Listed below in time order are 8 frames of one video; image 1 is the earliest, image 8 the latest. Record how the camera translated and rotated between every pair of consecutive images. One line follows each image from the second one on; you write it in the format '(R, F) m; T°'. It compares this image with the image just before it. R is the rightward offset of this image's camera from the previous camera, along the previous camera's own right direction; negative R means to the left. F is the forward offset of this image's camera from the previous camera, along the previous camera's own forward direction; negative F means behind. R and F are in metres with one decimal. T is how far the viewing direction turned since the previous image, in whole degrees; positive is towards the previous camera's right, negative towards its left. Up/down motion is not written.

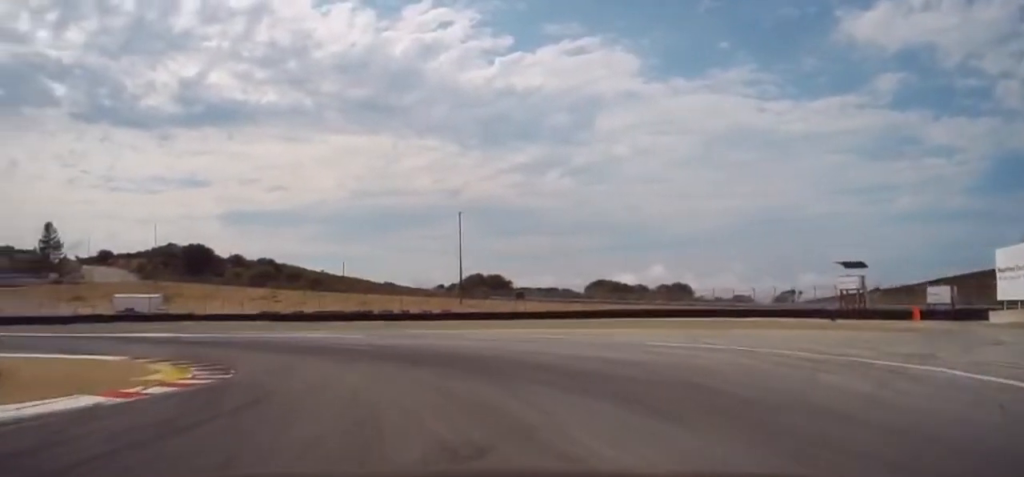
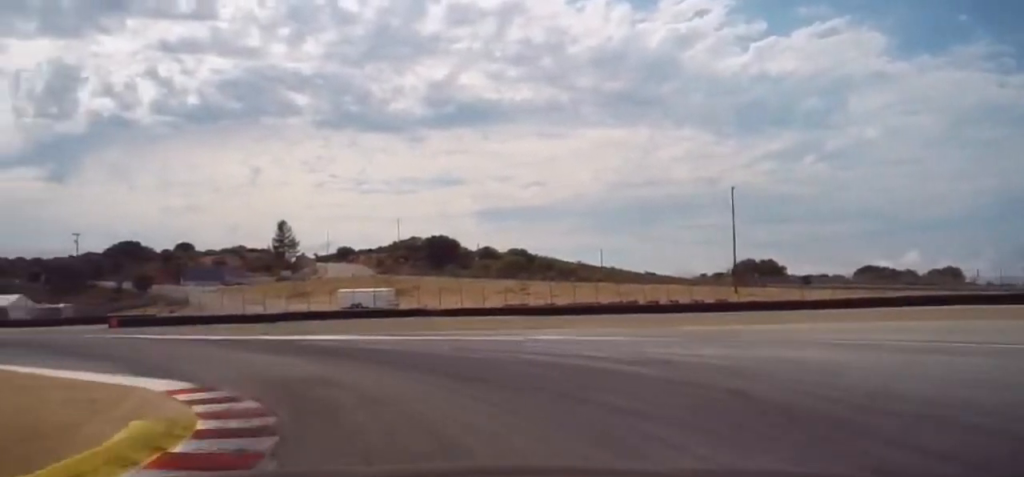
(-1.8, +11.4) m; -21°
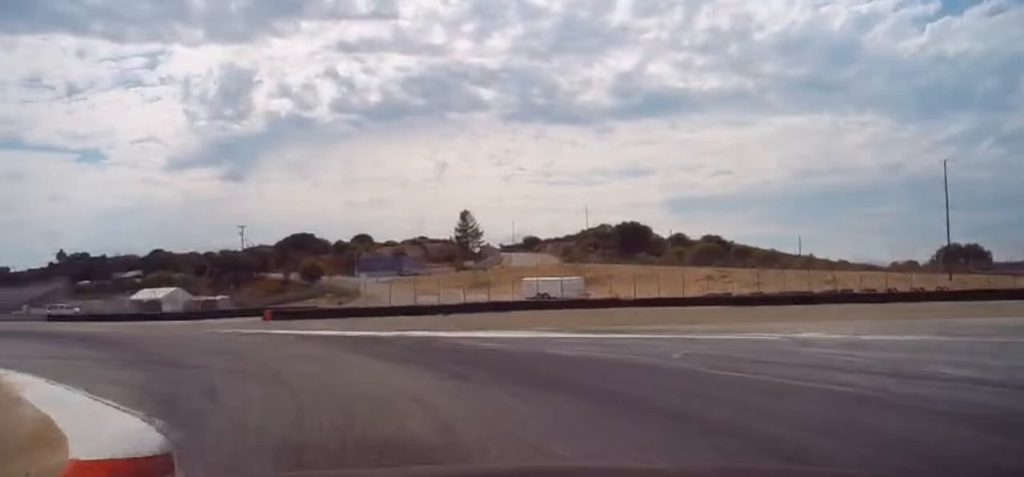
(-1.0, +7.3) m; -16°
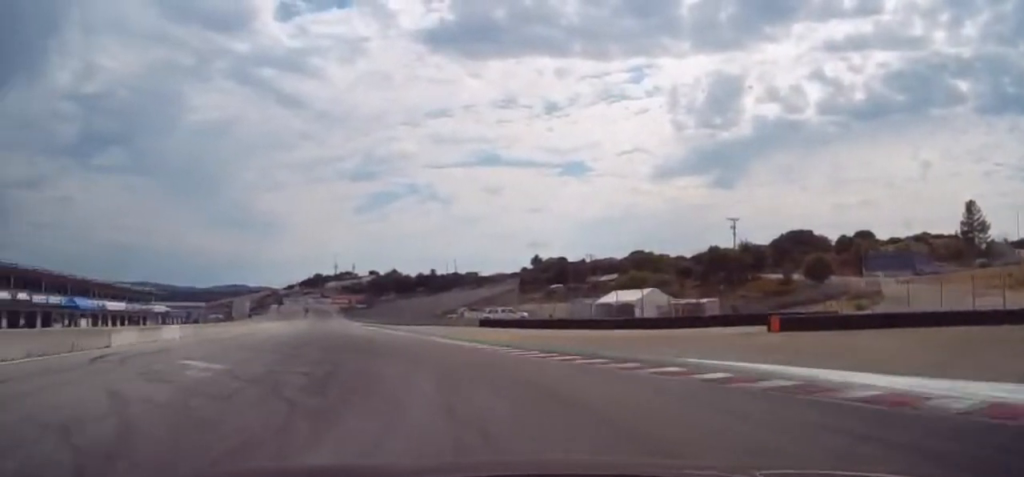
(-5.6, +17.4) m; -36°
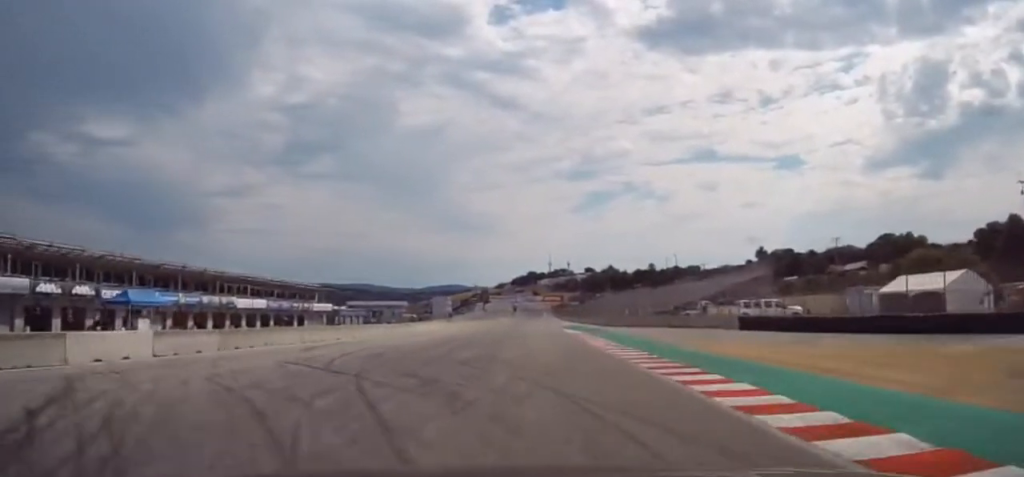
(-5.7, +25.6) m; -17°
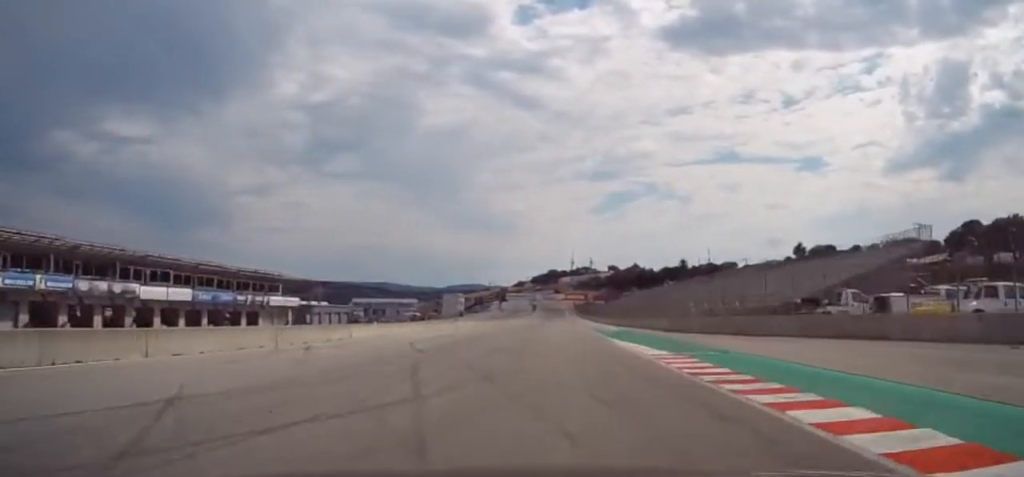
(-1.4, +26.8) m; -3°
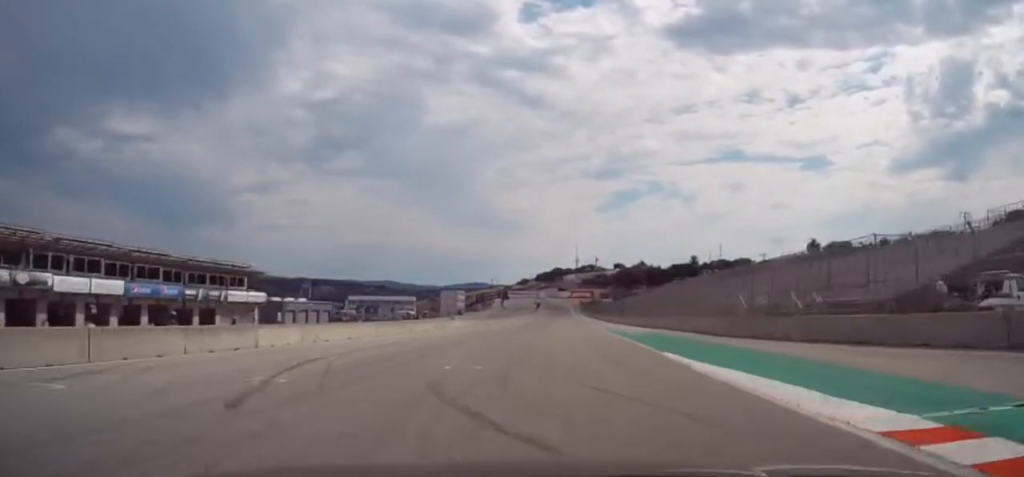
(-0.1, +13.5) m; 0°
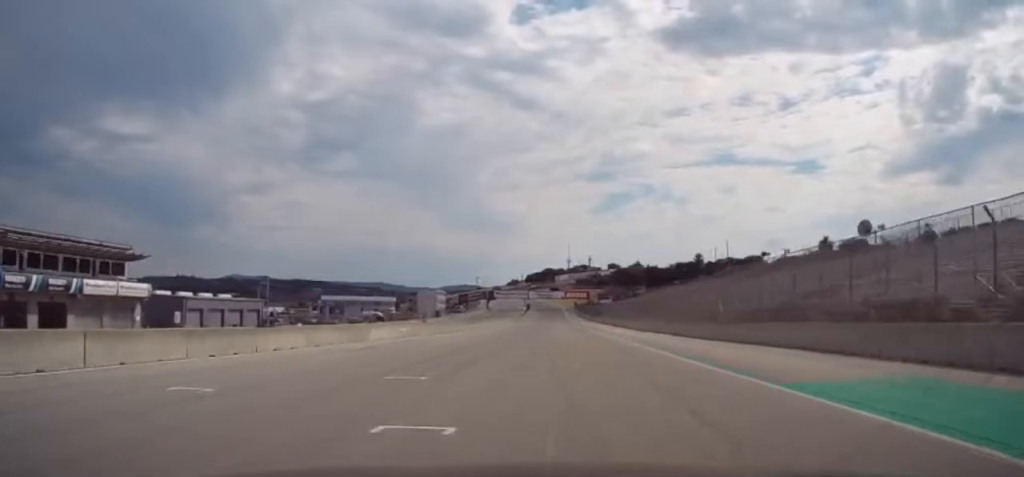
(+0.3, +25.8) m; 0°
